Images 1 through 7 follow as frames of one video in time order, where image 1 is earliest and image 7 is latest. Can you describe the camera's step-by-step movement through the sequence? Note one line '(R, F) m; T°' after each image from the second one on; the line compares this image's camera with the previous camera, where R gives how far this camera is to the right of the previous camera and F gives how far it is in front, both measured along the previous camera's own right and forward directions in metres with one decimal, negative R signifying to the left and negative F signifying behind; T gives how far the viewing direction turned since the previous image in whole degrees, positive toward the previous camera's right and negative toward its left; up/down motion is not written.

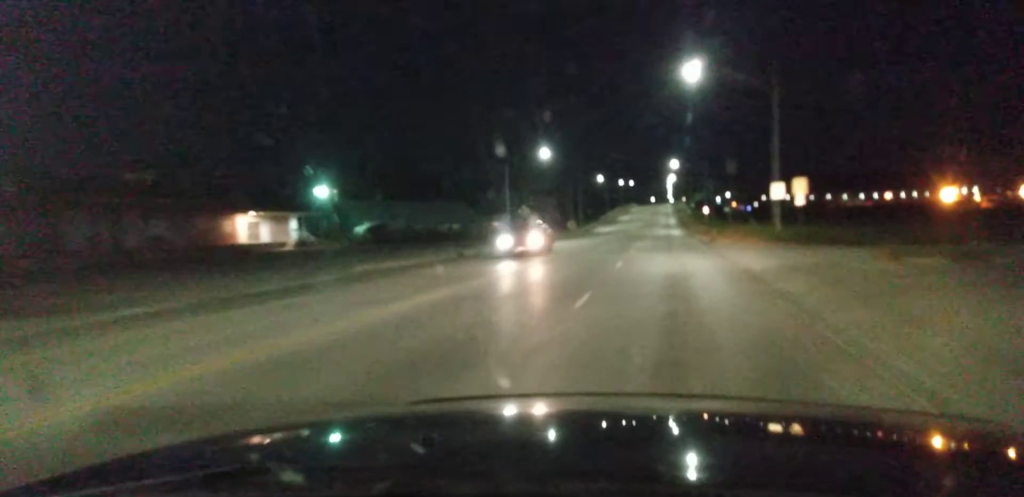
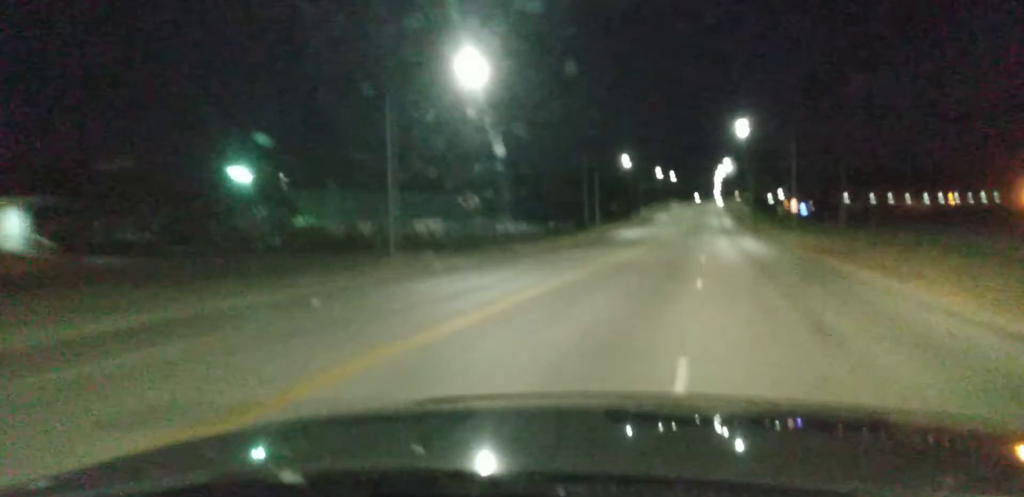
(-0.7, +43.8) m; -2°
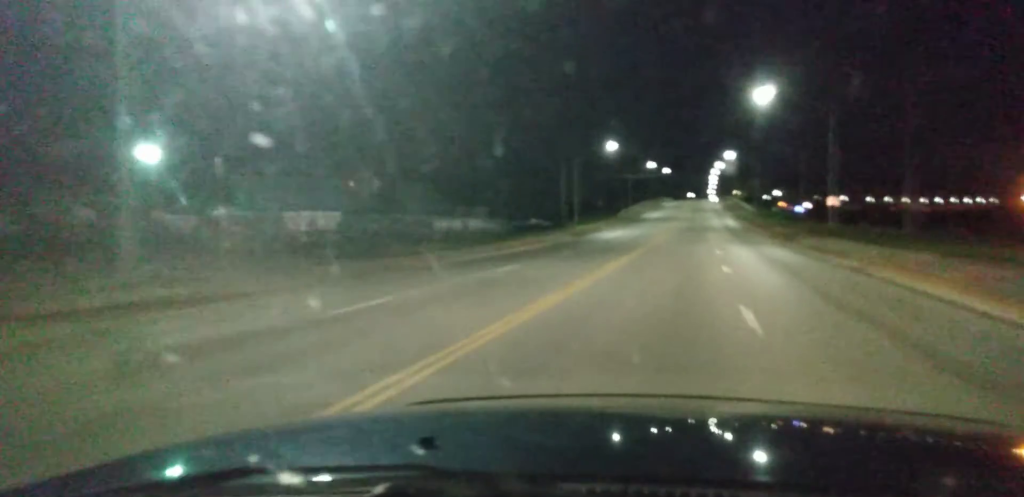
(0.0, +18.0) m; 0°
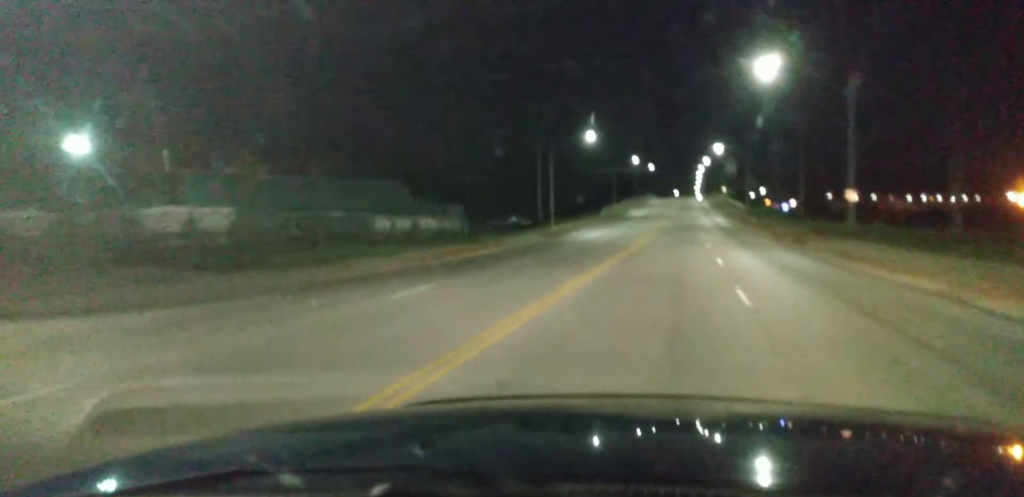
(-0.1, +9.1) m; 0°
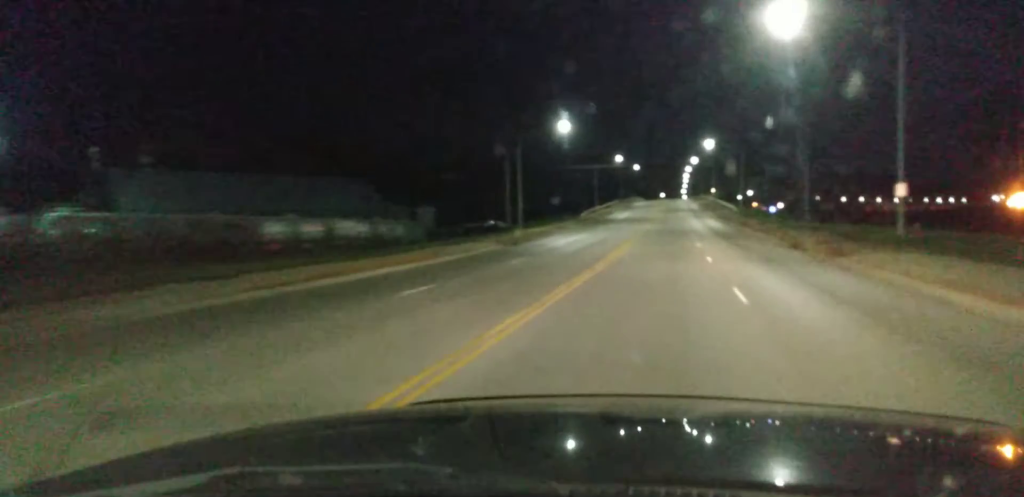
(0.0, +10.9) m; +1°
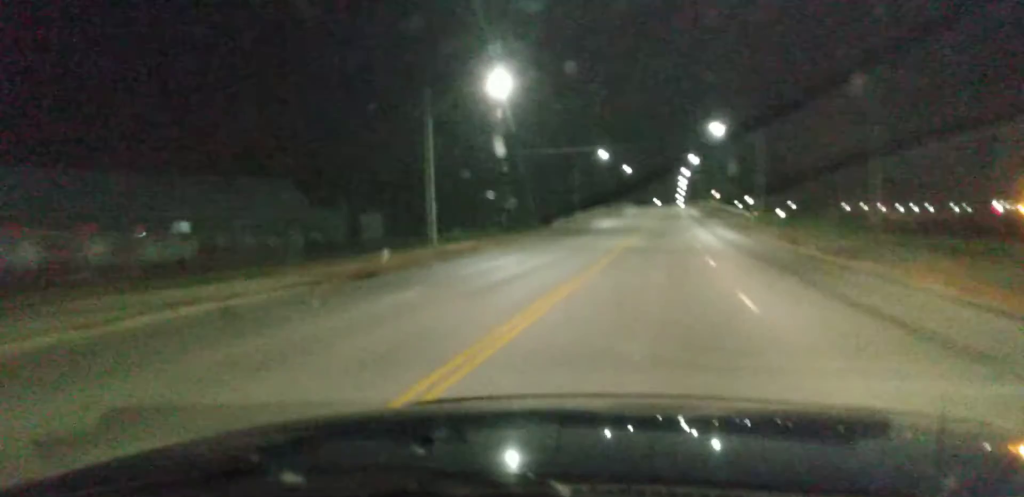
(+0.6, +25.7) m; +1°
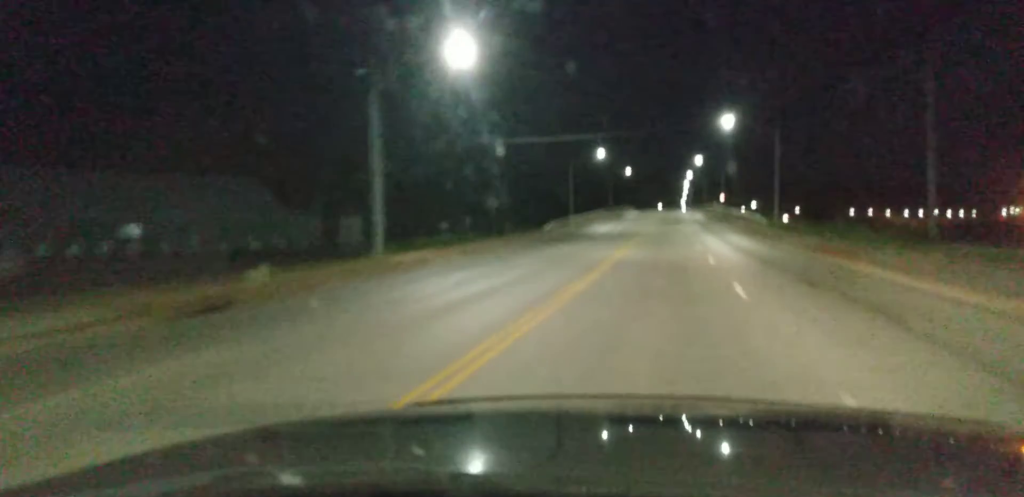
(0.0, +9.3) m; 0°
